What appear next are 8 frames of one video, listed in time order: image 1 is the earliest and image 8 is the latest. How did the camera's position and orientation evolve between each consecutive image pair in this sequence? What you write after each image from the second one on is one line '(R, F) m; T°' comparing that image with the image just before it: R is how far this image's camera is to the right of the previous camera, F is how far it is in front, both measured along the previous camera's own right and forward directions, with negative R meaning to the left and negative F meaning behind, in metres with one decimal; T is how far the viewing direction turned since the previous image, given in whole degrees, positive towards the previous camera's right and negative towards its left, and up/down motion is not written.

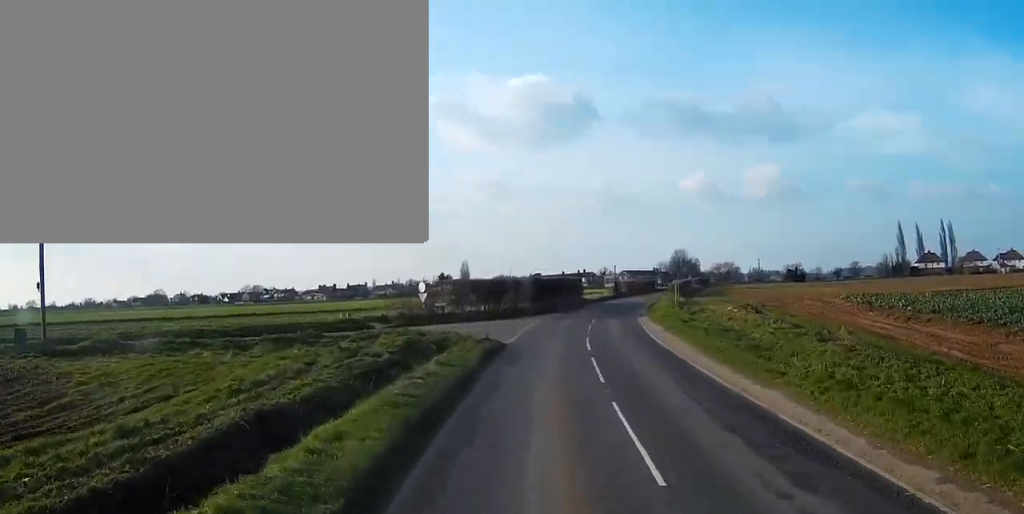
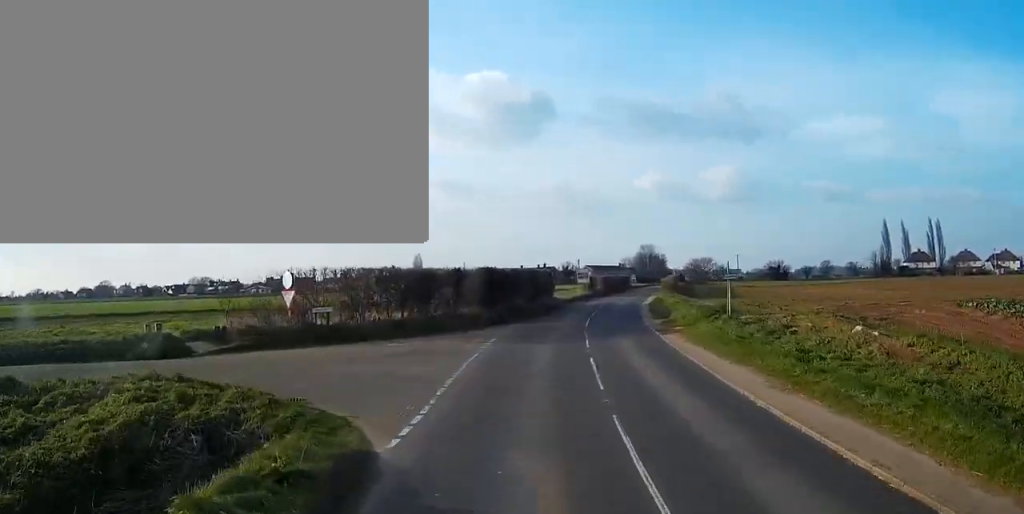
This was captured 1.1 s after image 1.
(+0.5, +20.3) m; +3°
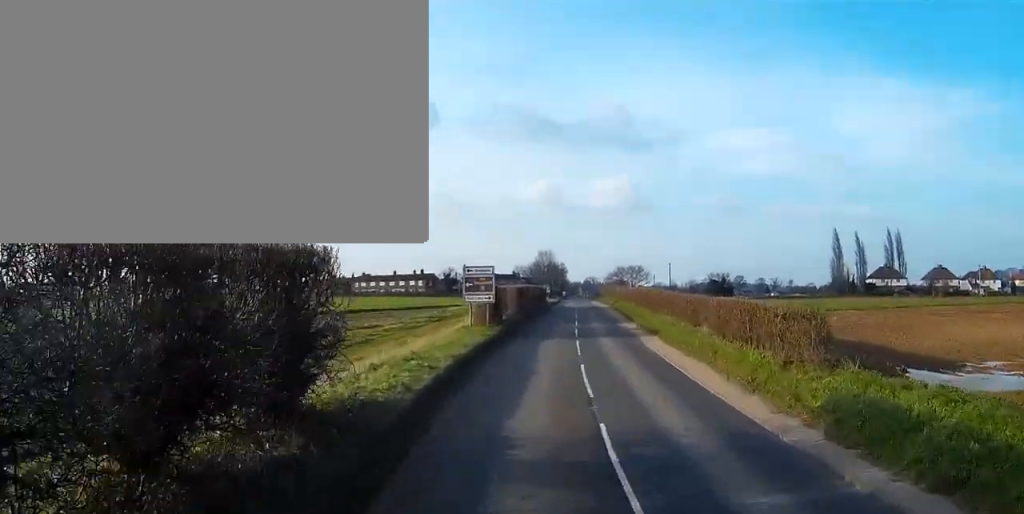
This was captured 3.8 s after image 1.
(+3.7, +47.5) m; +9°
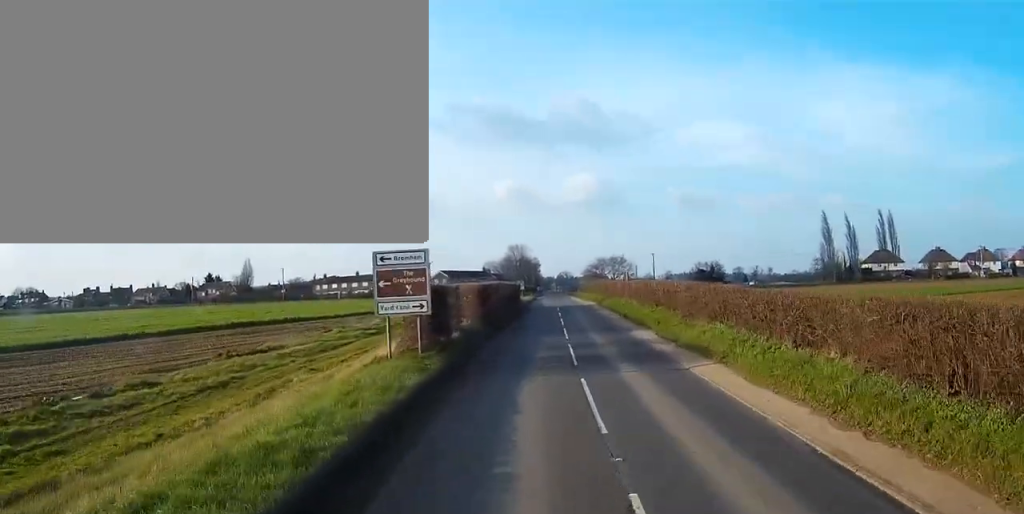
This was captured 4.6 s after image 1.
(+0.3, +14.4) m; +2°
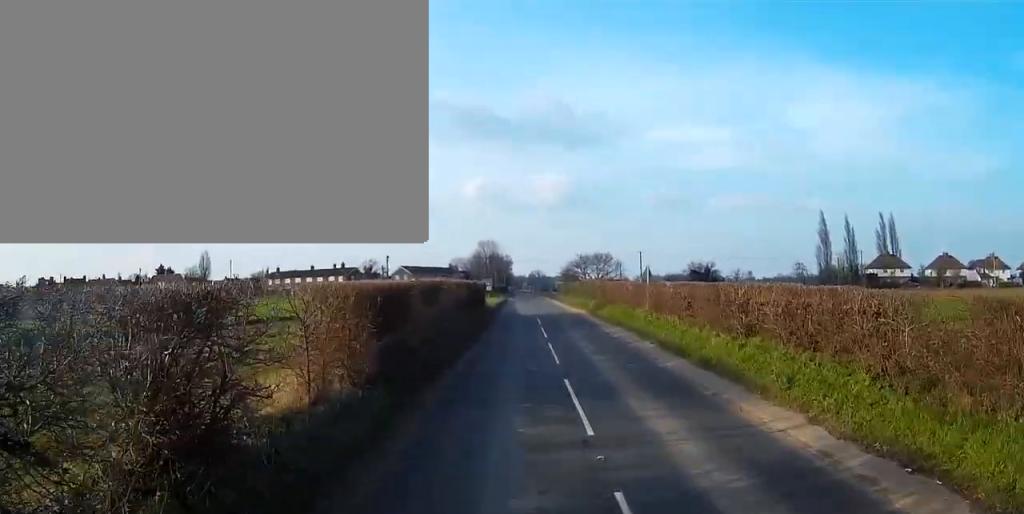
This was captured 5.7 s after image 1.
(+0.3, +19.3) m; +3°
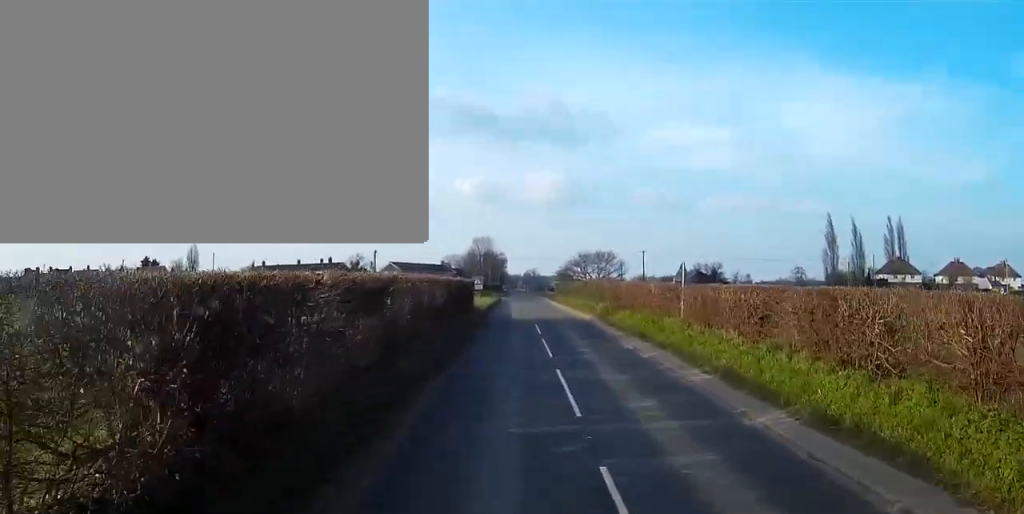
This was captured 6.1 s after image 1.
(+0.2, +8.6) m; +2°
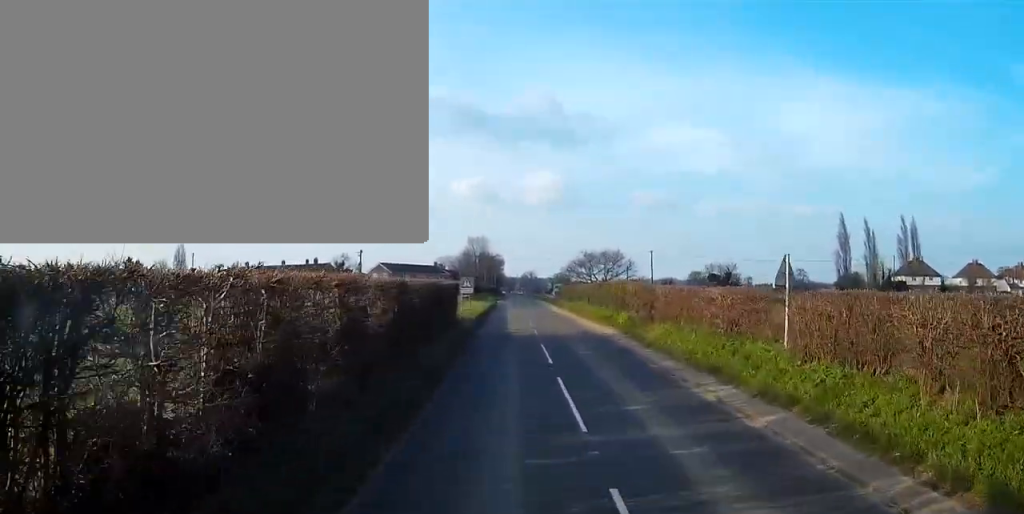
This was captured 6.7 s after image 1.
(+0.2, +11.1) m; +1°
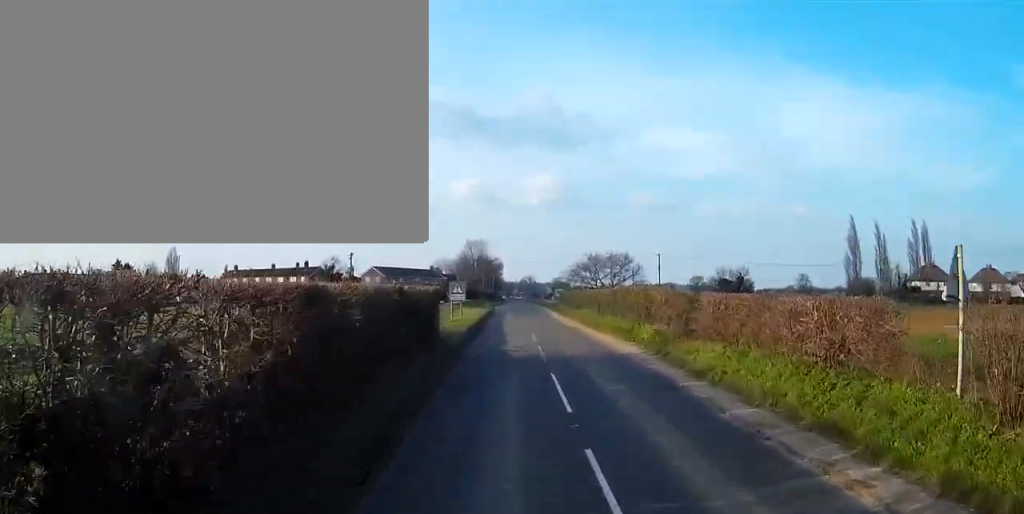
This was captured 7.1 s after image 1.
(+0.1, +7.4) m; 0°
